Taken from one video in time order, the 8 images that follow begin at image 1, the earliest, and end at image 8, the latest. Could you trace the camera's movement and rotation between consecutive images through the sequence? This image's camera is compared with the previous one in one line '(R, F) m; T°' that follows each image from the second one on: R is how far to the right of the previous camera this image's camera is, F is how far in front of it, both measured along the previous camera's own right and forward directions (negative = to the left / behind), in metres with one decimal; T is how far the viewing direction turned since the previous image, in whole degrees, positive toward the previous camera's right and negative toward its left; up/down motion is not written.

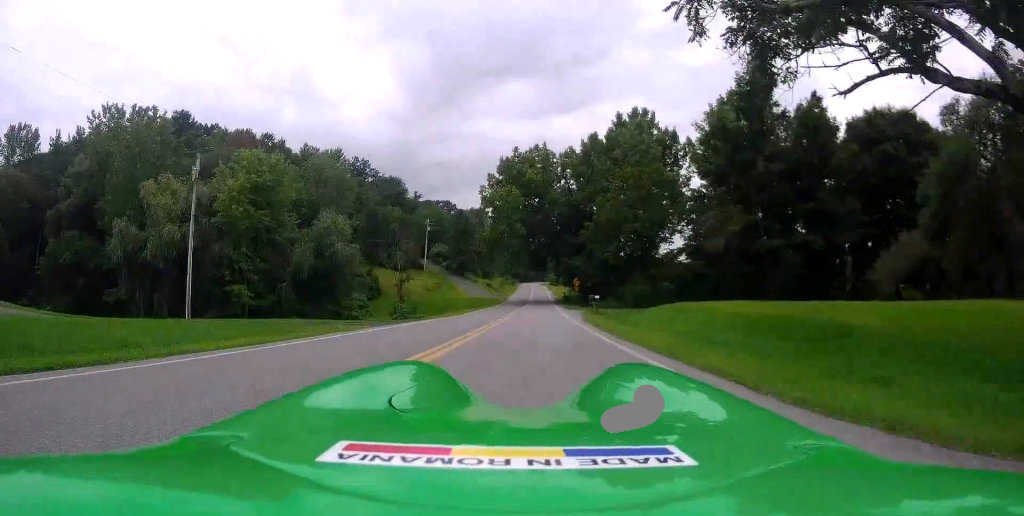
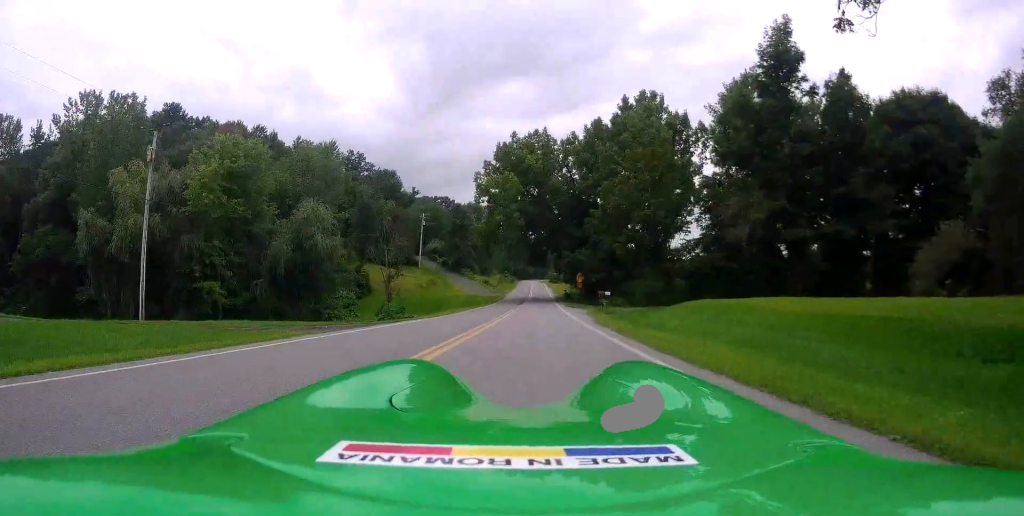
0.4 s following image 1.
(+0.1, +4.9) m; +1°
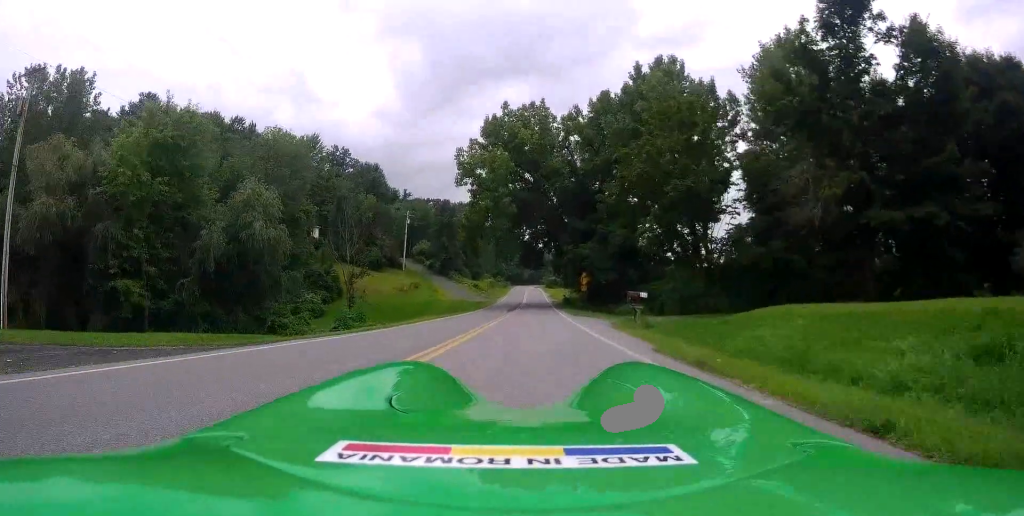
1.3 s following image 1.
(+0.1, +10.9) m; +1°
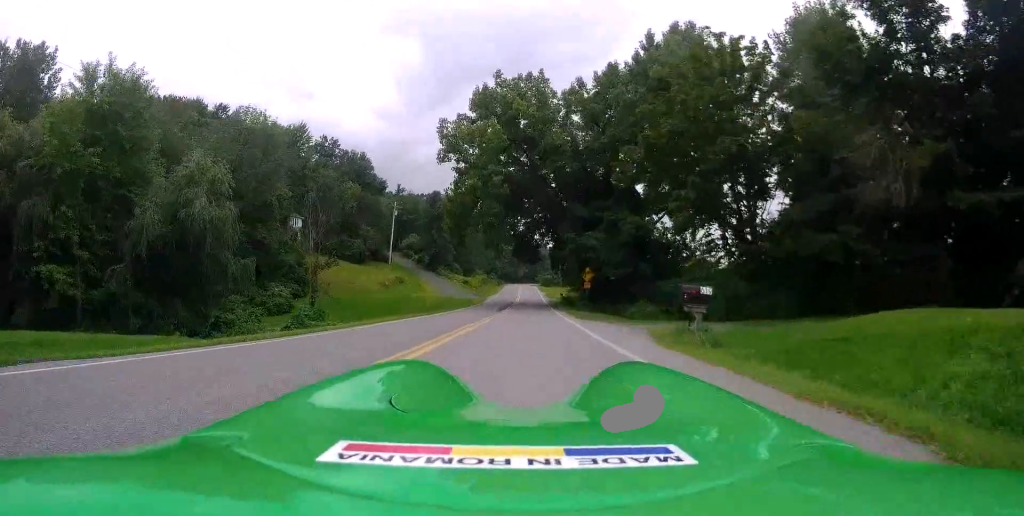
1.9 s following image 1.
(0.0, +7.0) m; +1°
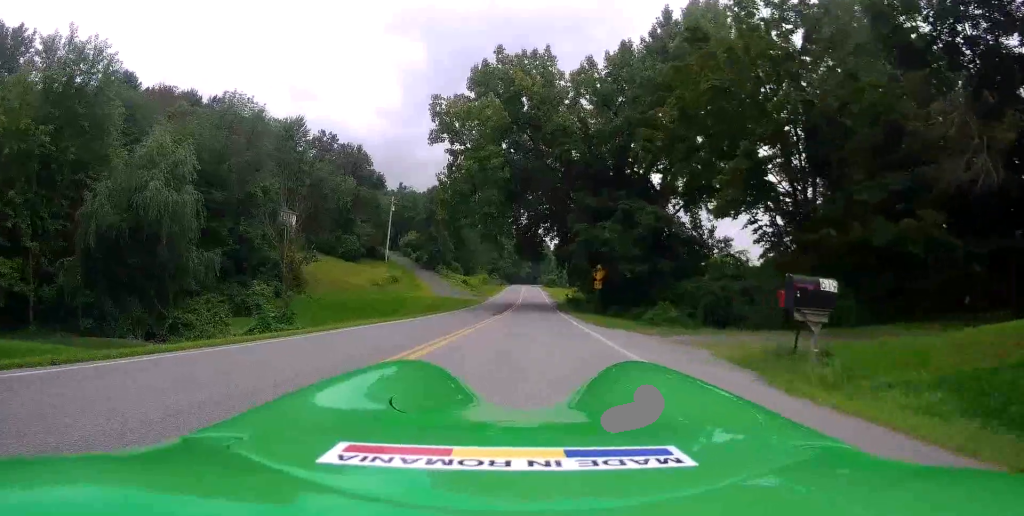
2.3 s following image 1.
(+0.2, +5.1) m; 0°
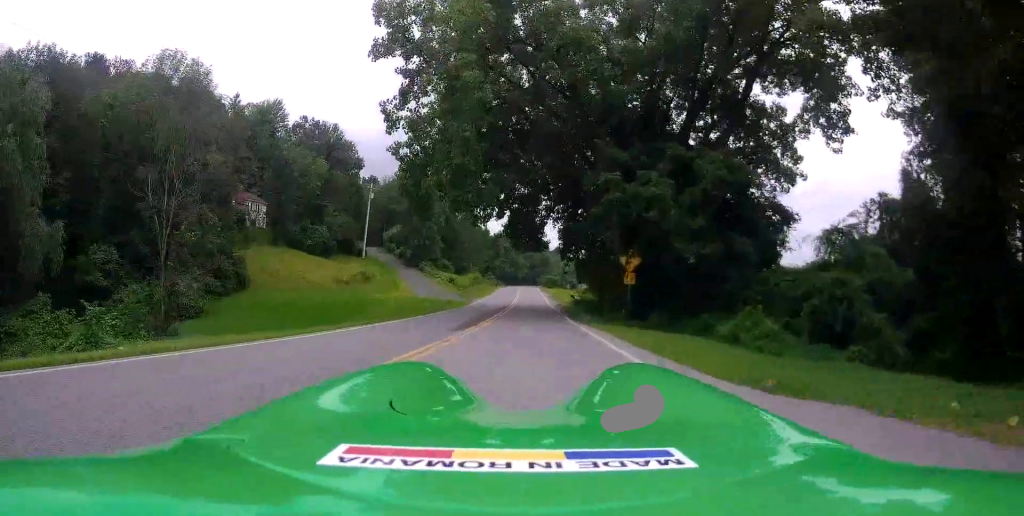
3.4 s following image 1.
(-0.1, +12.9) m; -2°
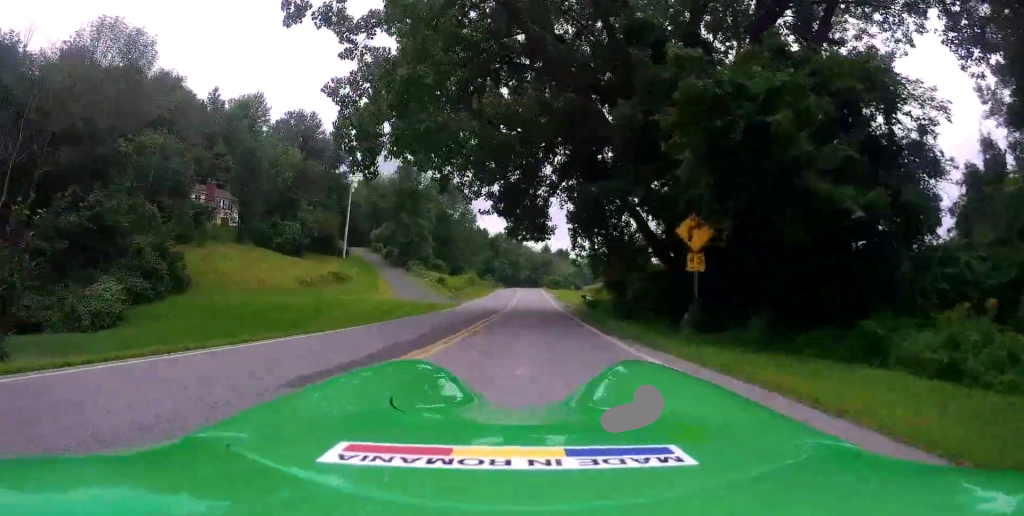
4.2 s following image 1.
(-0.2, +9.9) m; -1°
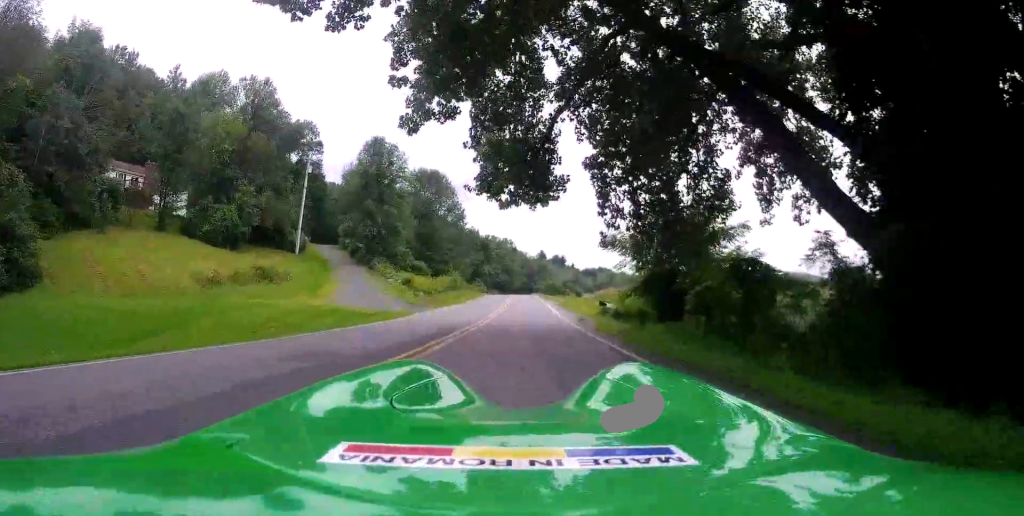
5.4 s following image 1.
(+0.1, +15.1) m; +1°
